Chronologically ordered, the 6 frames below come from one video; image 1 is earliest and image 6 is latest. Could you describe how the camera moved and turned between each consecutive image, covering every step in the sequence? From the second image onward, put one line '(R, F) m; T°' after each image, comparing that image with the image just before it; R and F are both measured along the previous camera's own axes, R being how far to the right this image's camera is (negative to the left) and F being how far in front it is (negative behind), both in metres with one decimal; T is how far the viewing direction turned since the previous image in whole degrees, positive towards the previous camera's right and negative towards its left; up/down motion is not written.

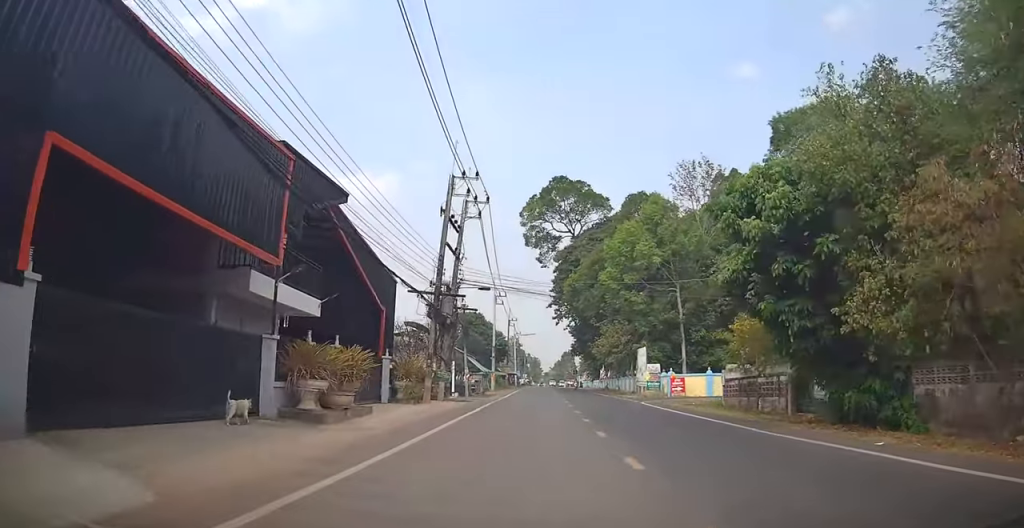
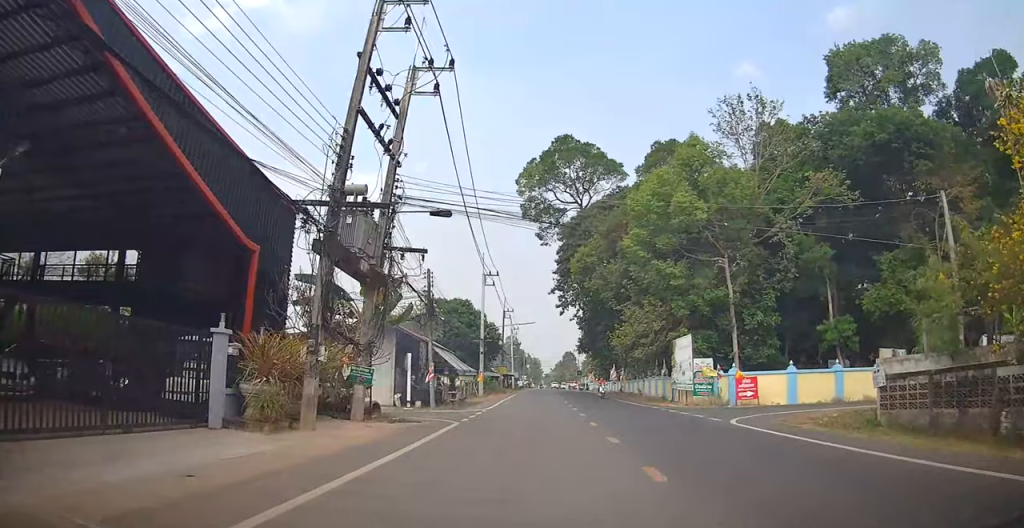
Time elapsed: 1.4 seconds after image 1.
(-0.1, +13.8) m; 0°
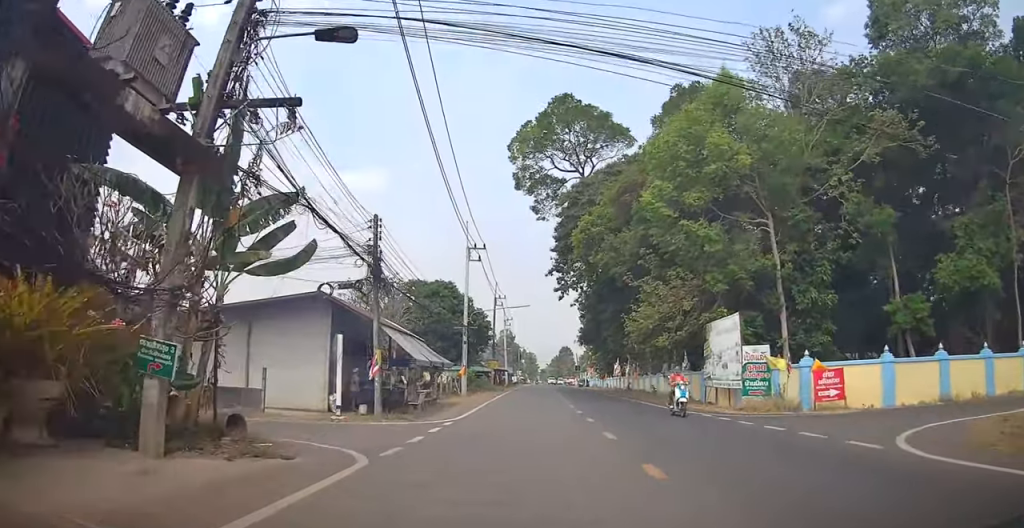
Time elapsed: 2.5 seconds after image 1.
(-0.1, +9.7) m; -1°
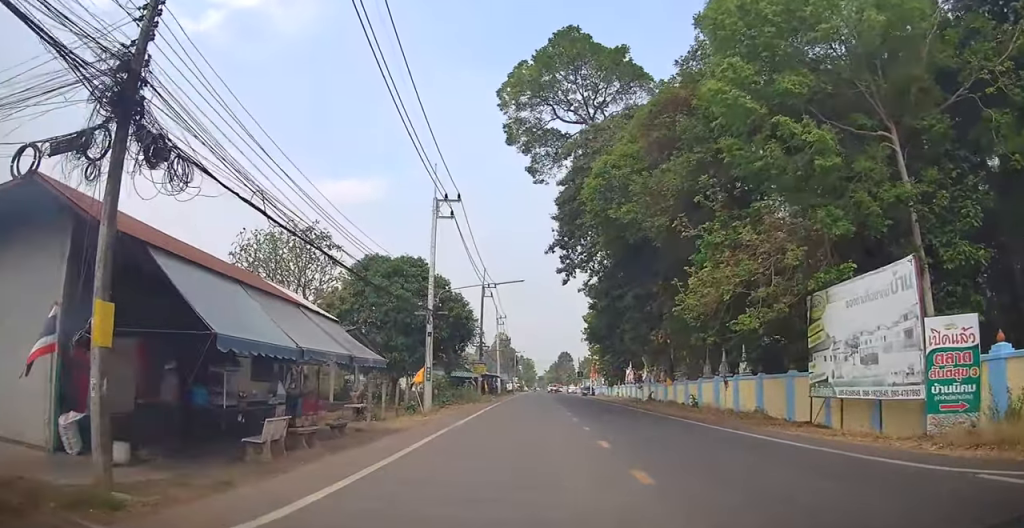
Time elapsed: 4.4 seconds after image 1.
(-0.1, +14.0) m; +1°
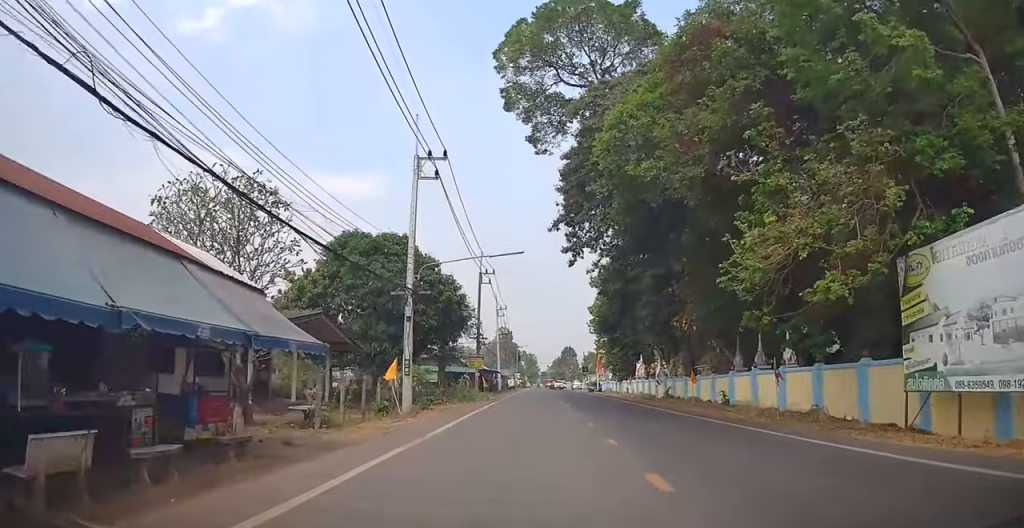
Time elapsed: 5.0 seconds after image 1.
(0.0, +4.7) m; +2°
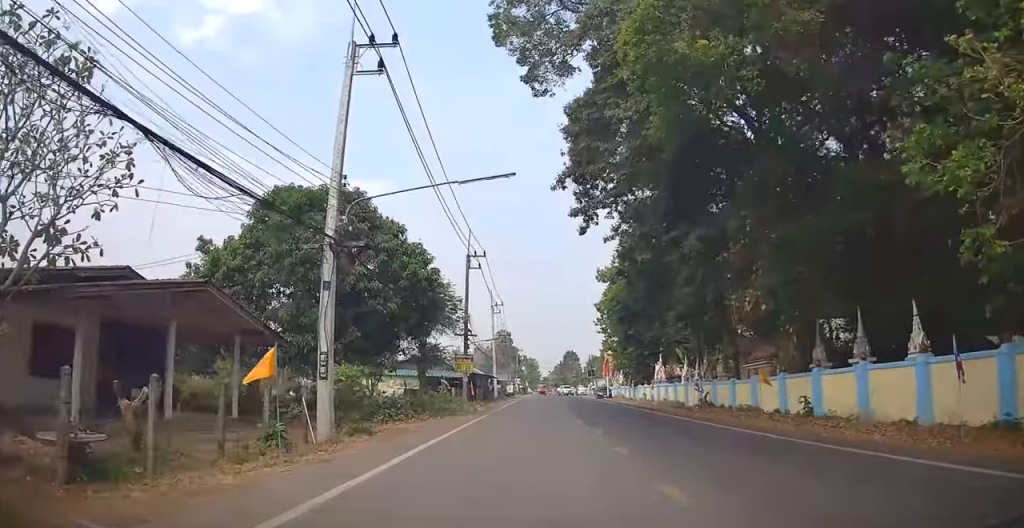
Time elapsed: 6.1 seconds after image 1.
(+0.2, +7.9) m; +2°
